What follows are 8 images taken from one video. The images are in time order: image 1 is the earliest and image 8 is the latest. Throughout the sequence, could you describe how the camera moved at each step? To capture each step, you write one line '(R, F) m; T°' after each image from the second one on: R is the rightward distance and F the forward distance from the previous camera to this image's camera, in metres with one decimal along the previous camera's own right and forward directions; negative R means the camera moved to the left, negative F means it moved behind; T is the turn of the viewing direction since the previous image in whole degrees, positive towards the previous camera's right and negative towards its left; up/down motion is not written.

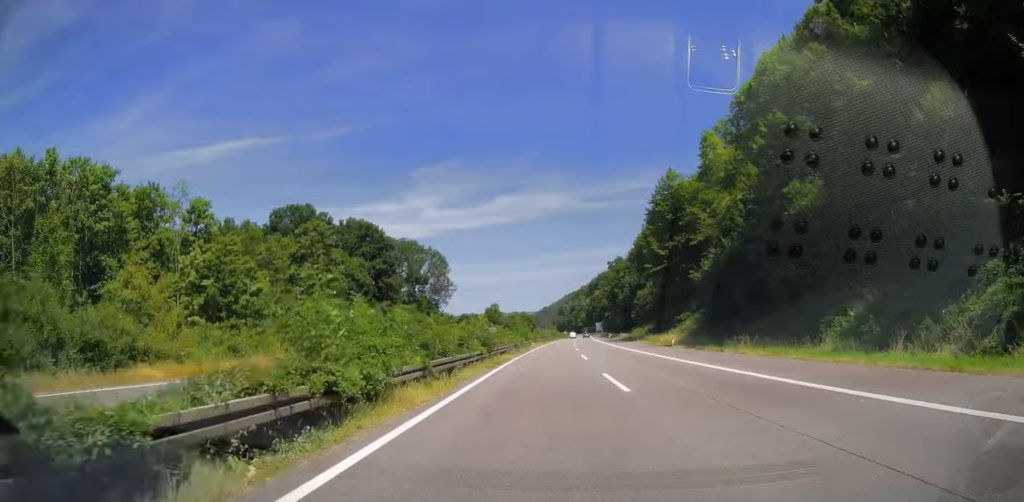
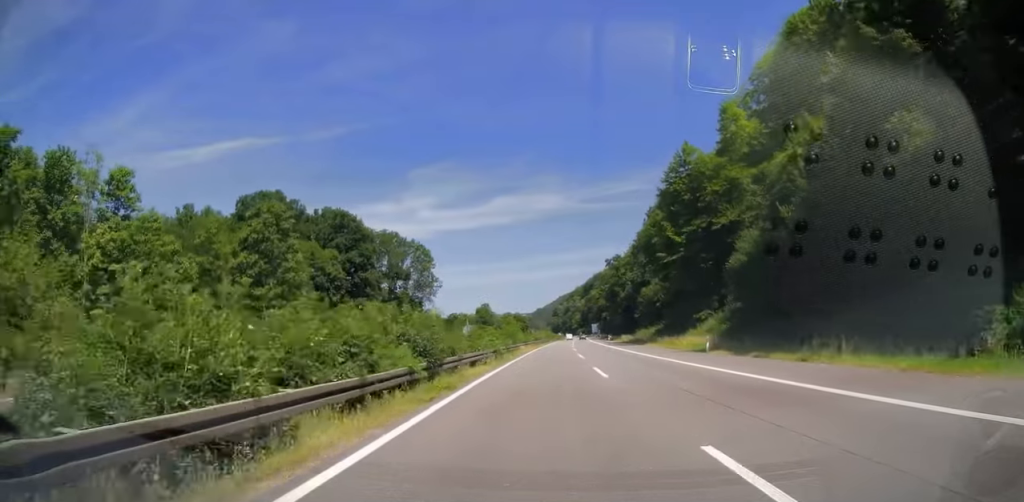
(+0.2, +12.9) m; +1°
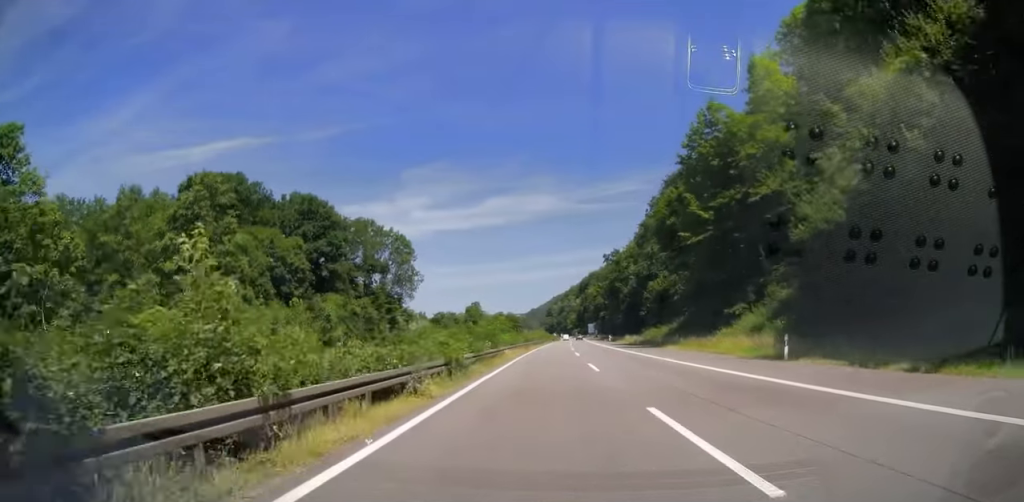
(+0.1, +14.0) m; +1°
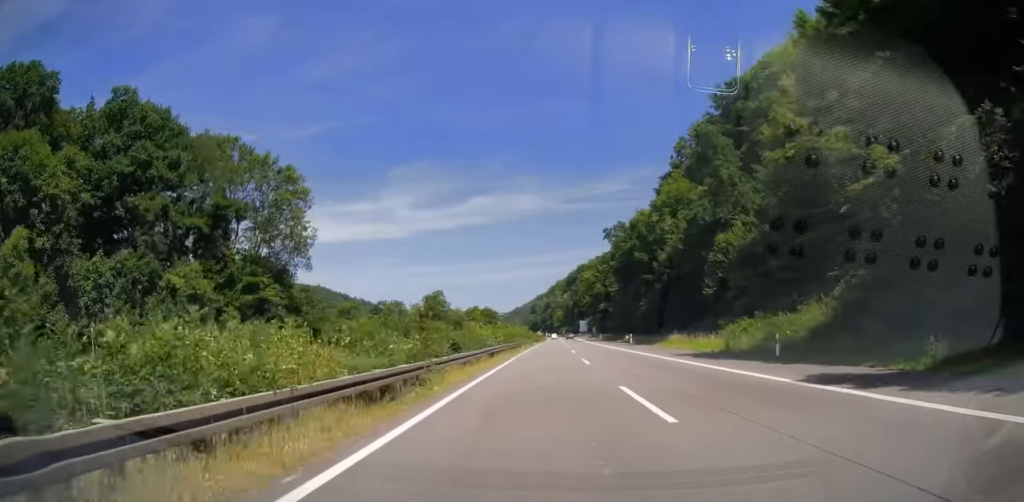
(+0.7, +49.6) m; +1°
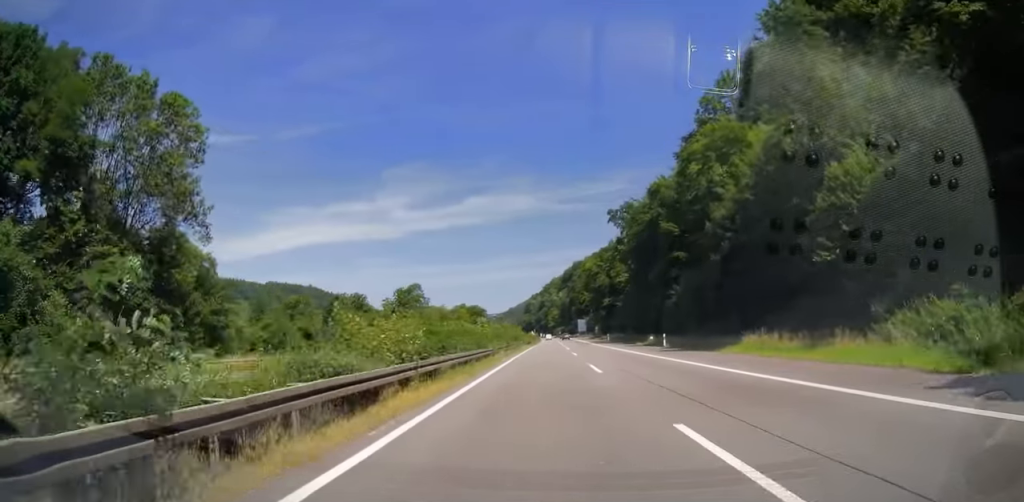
(+0.1, +24.3) m; +1°
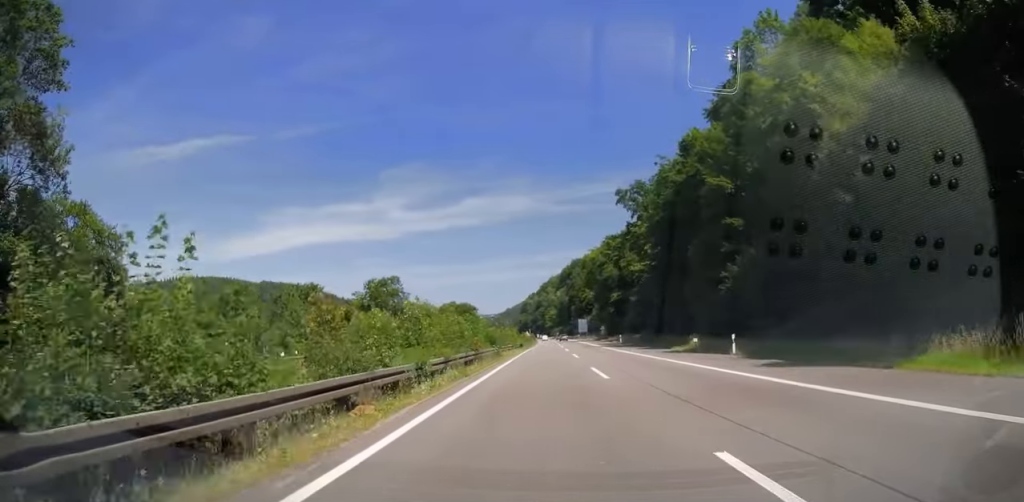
(+0.3, +20.0) m; 0°
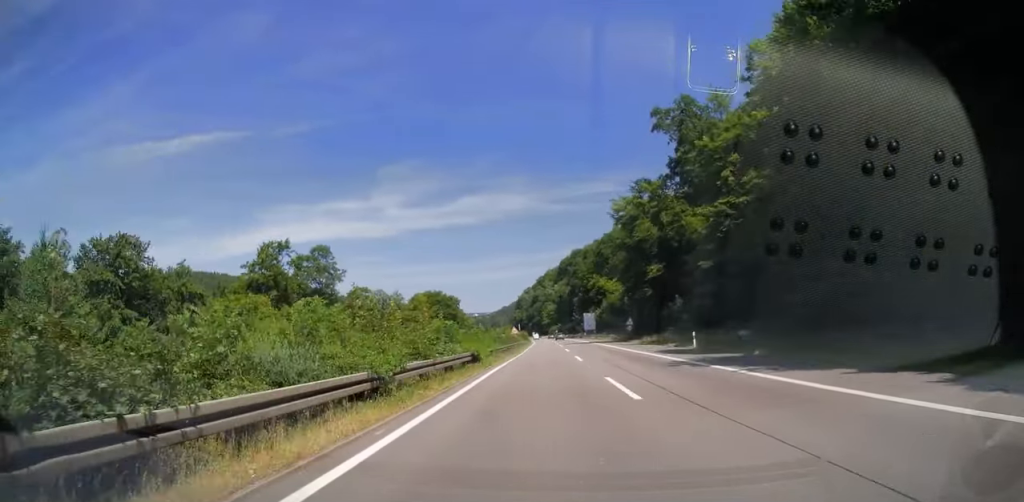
(-0.1, +42.2) m; 0°
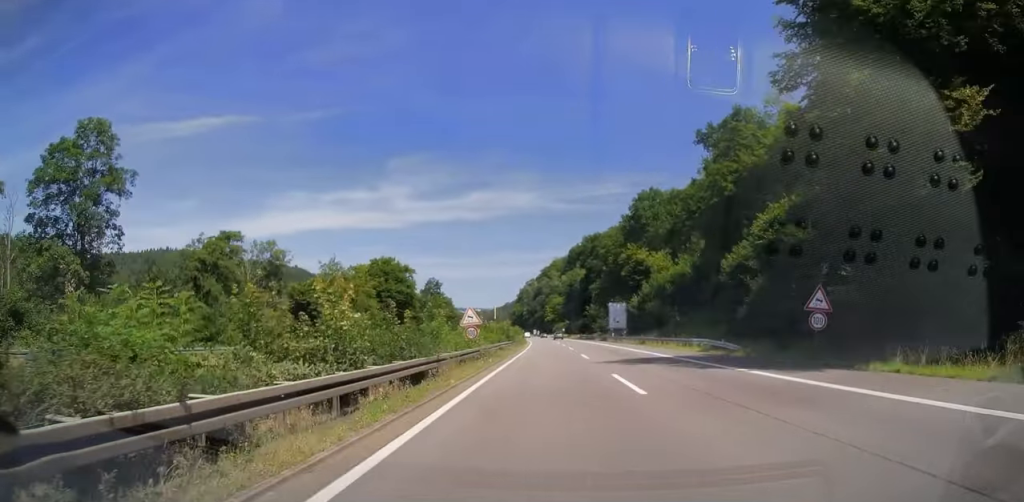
(+0.5, +52.9) m; 0°
